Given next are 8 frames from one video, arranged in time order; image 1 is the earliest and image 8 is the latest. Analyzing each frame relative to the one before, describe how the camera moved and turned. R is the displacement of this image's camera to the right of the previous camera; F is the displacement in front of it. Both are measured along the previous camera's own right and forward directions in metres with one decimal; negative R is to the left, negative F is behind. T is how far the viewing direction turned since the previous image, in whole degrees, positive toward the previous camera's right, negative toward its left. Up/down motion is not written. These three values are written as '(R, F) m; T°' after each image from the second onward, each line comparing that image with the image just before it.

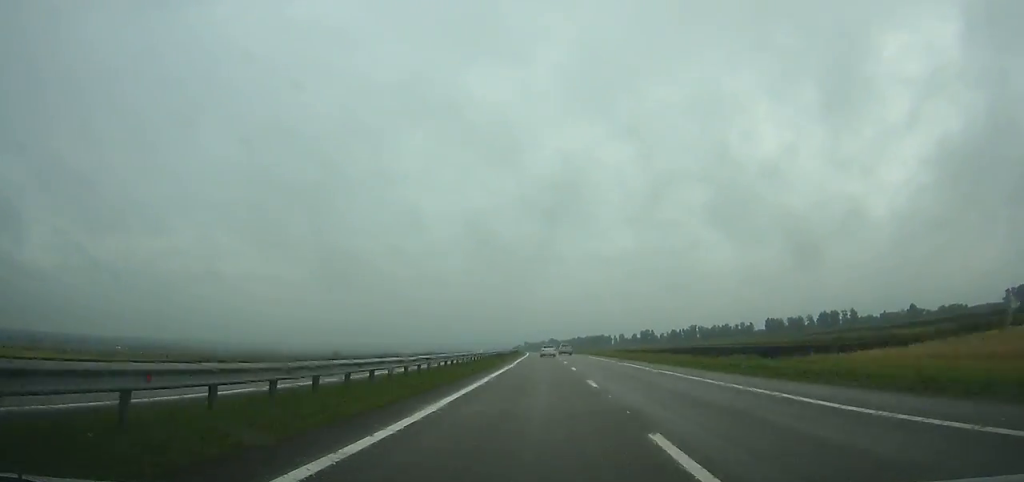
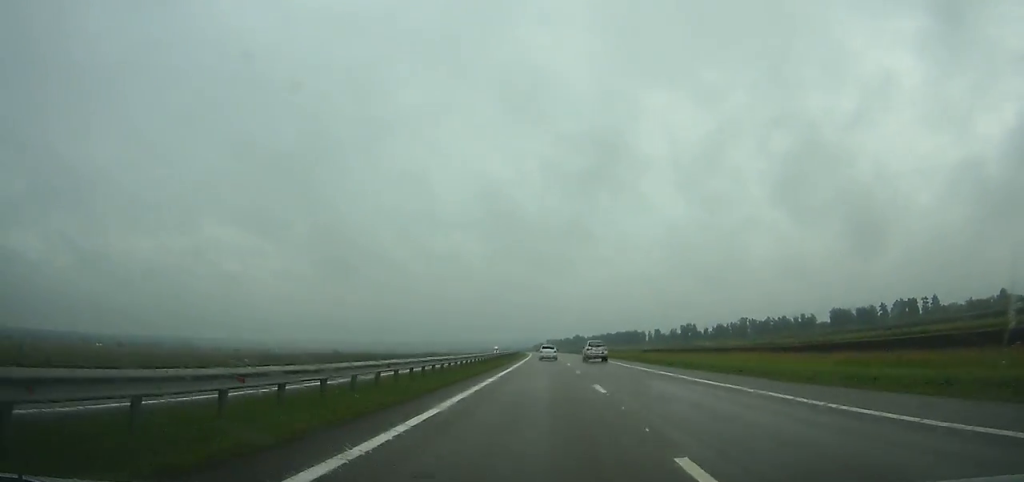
(-2.4, +110.7) m; -2°
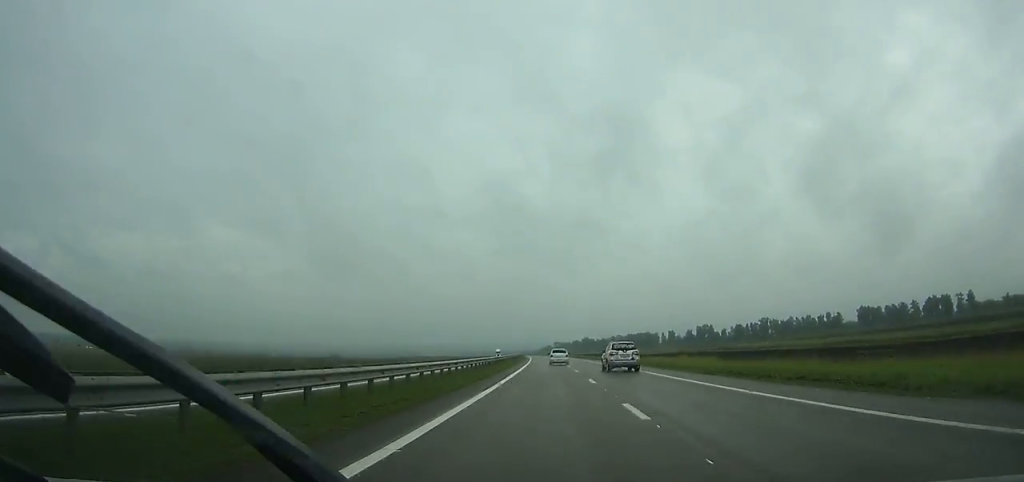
(-0.3, +42.5) m; -1°
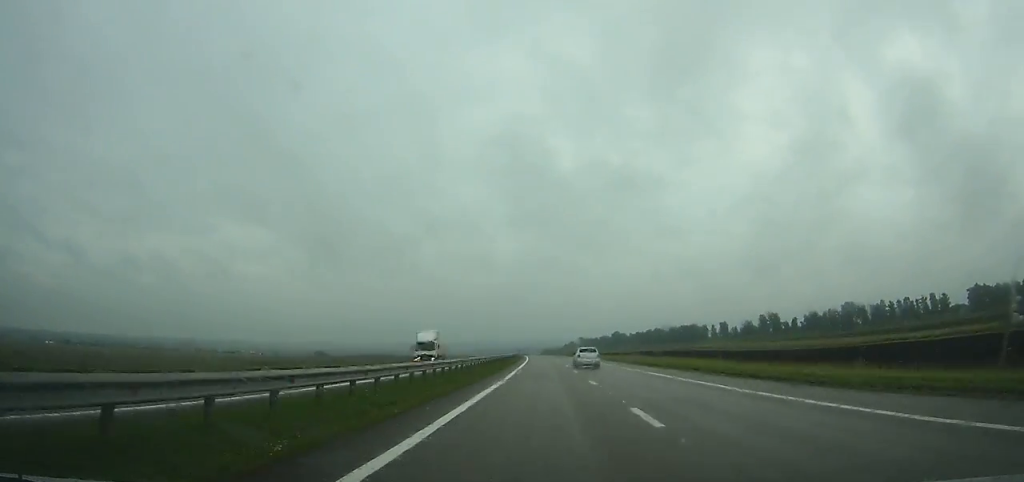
(-3.1, +134.7) m; -2°
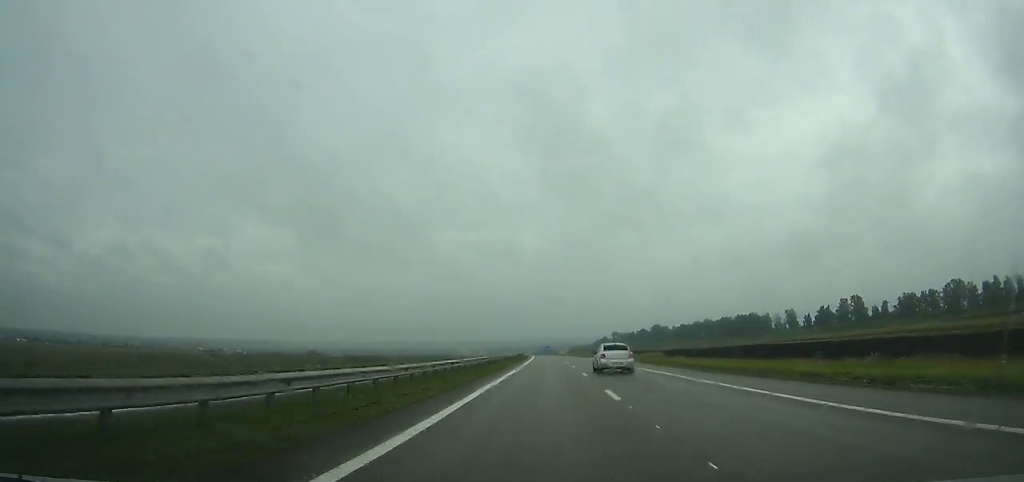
(-1.9, +104.0) m; -2°
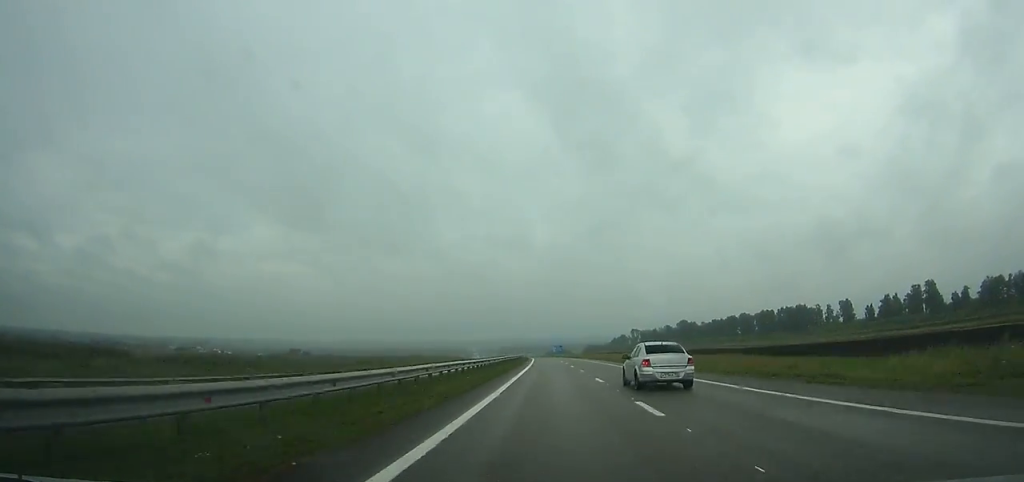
(-1.0, +74.1) m; -1°
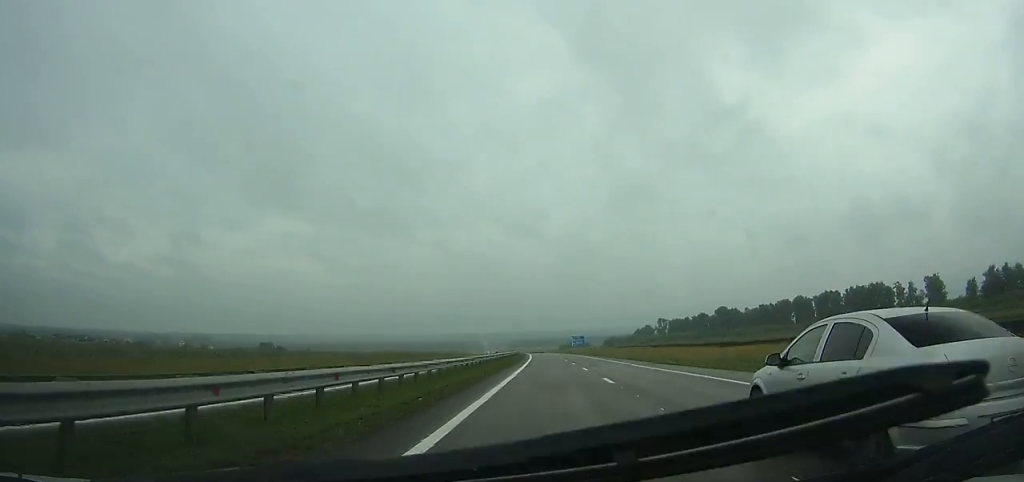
(-1.0, +85.1) m; -1°
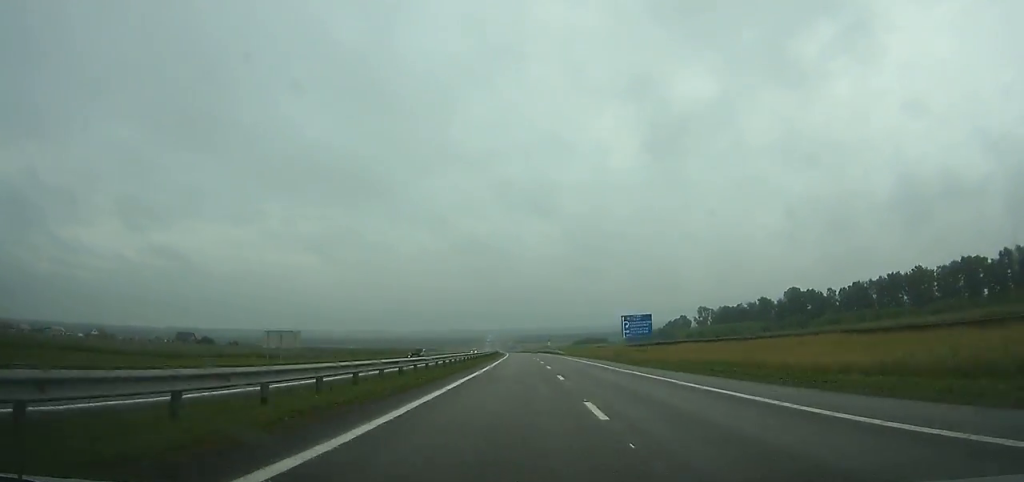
(-2.0, +128.9) m; -2°
